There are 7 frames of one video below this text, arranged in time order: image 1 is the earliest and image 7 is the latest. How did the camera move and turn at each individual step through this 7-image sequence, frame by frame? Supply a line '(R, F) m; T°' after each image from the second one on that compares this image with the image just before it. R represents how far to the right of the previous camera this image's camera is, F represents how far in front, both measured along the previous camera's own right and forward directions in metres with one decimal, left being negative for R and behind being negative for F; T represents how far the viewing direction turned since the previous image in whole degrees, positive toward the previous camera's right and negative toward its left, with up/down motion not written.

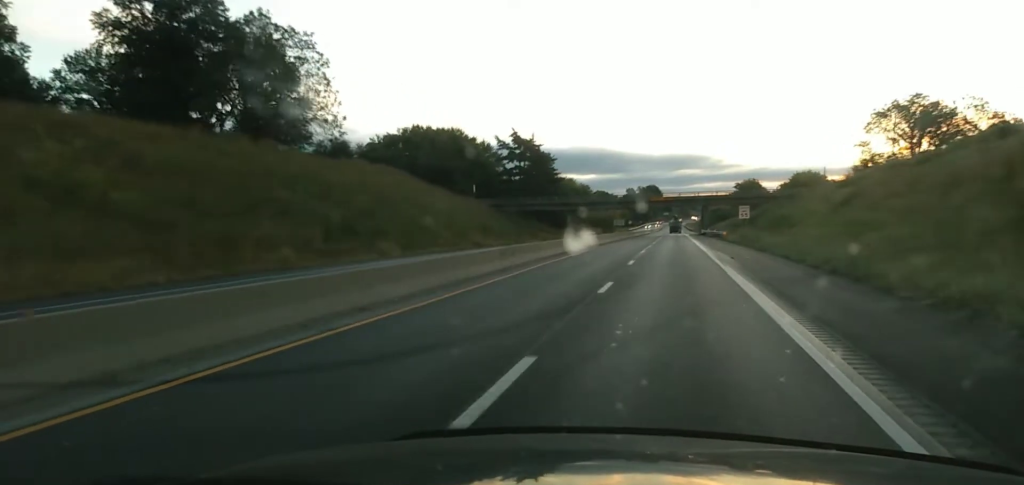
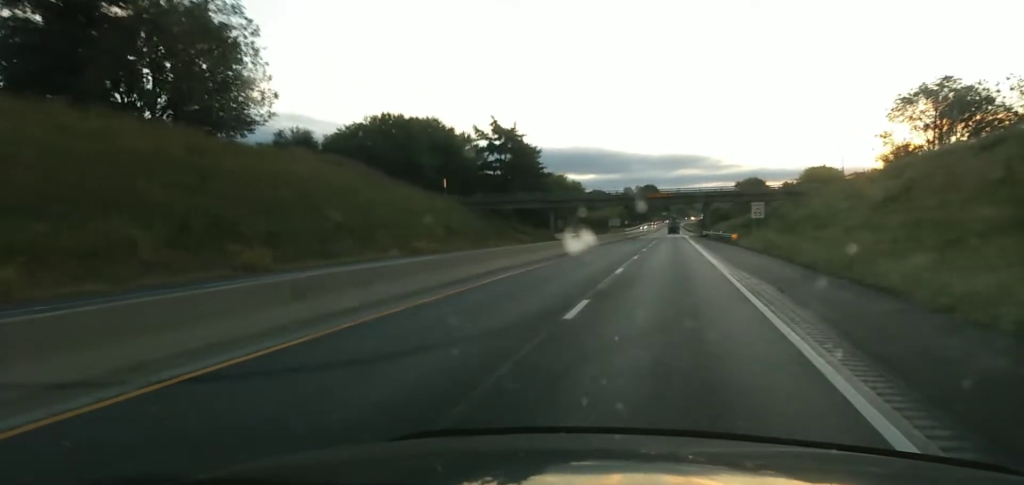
(+0.1, +16.6) m; 0°
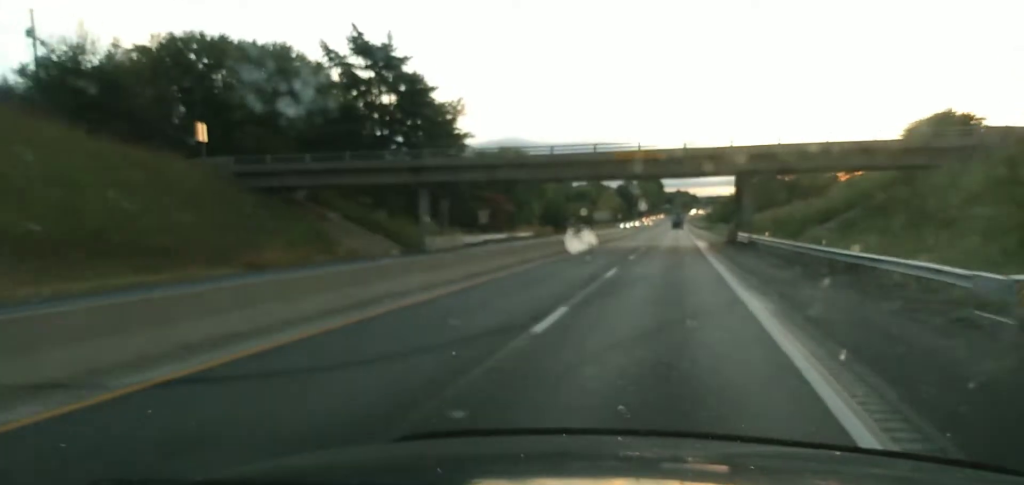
(-1.8, +62.5) m; -2°
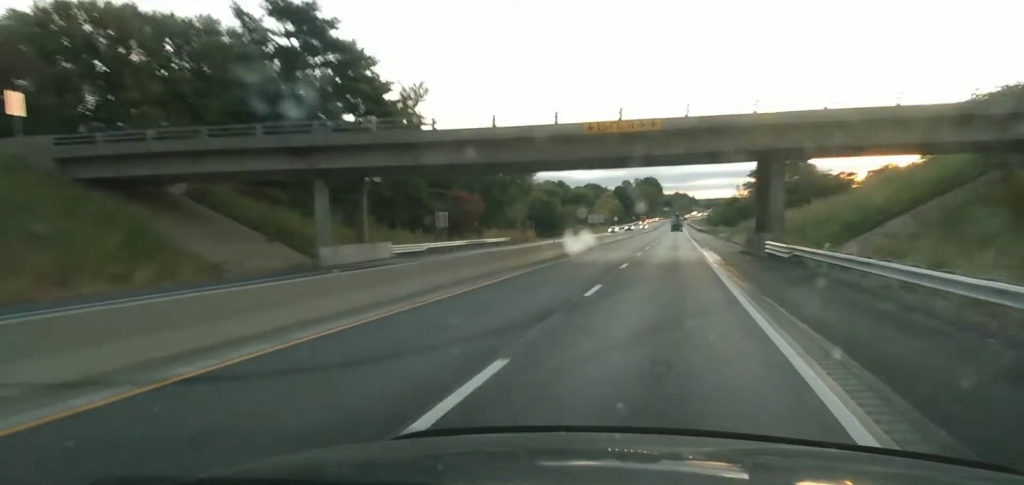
(+0.2, +18.9) m; +1°
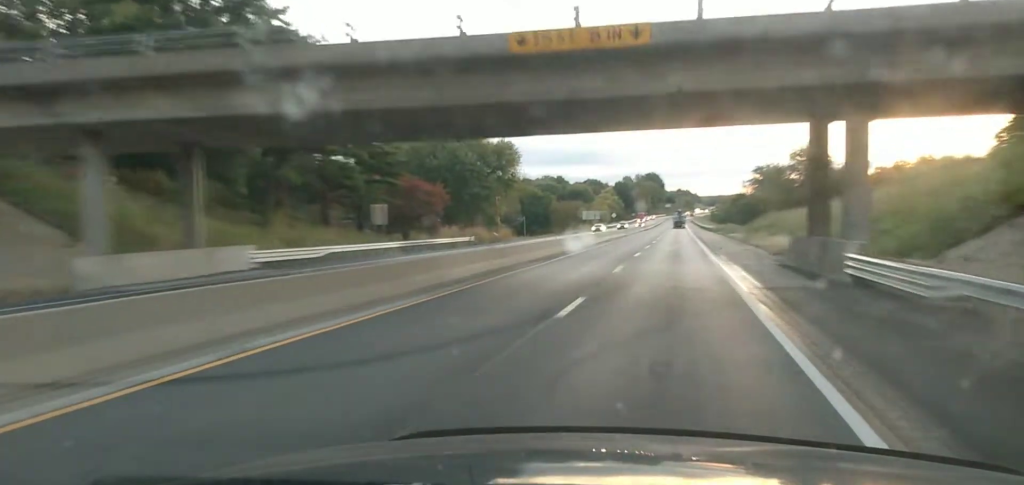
(0.0, +18.1) m; 0°
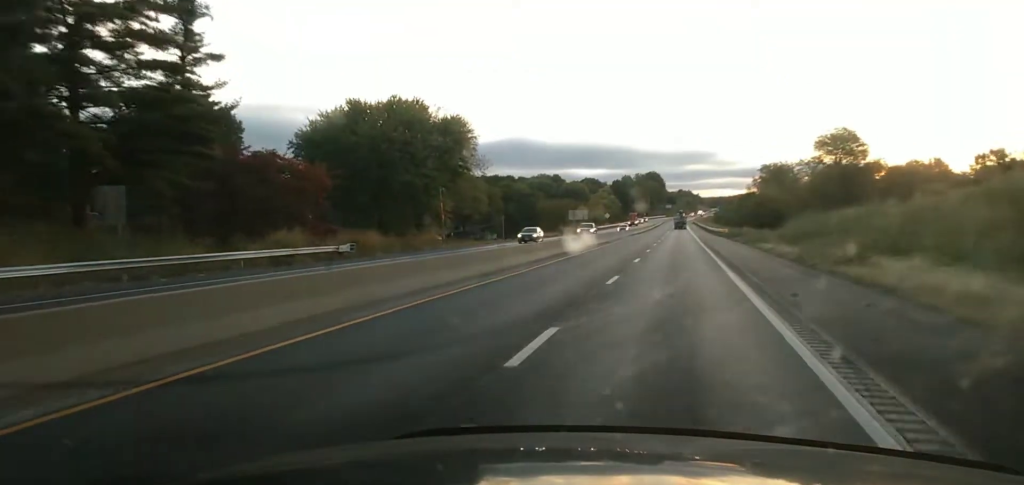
(0.0, +29.2) m; 0°
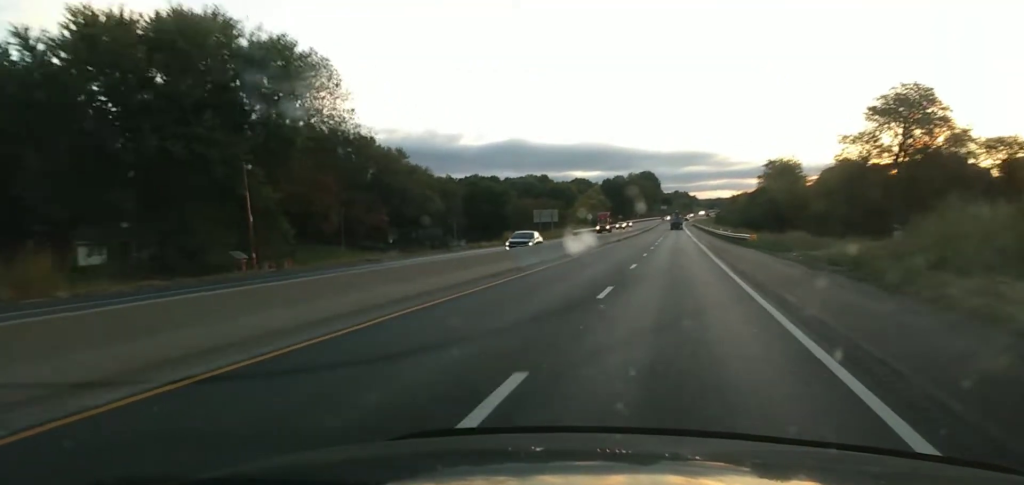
(-0.1, +38.7) m; 0°
